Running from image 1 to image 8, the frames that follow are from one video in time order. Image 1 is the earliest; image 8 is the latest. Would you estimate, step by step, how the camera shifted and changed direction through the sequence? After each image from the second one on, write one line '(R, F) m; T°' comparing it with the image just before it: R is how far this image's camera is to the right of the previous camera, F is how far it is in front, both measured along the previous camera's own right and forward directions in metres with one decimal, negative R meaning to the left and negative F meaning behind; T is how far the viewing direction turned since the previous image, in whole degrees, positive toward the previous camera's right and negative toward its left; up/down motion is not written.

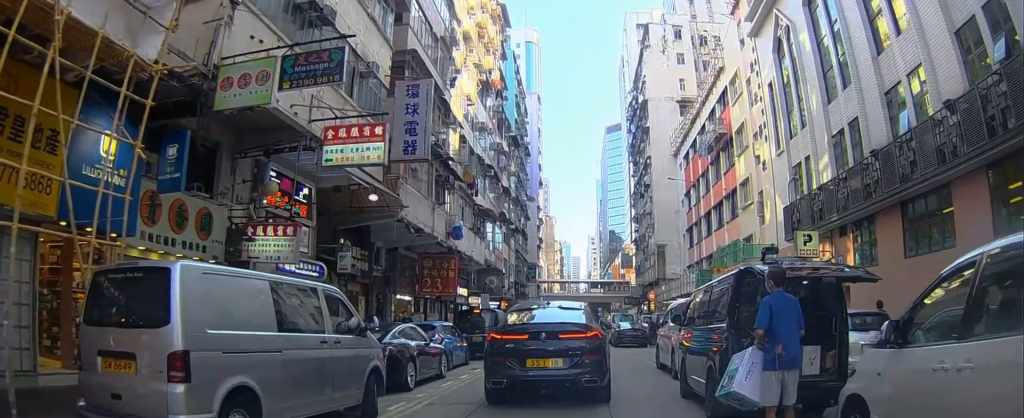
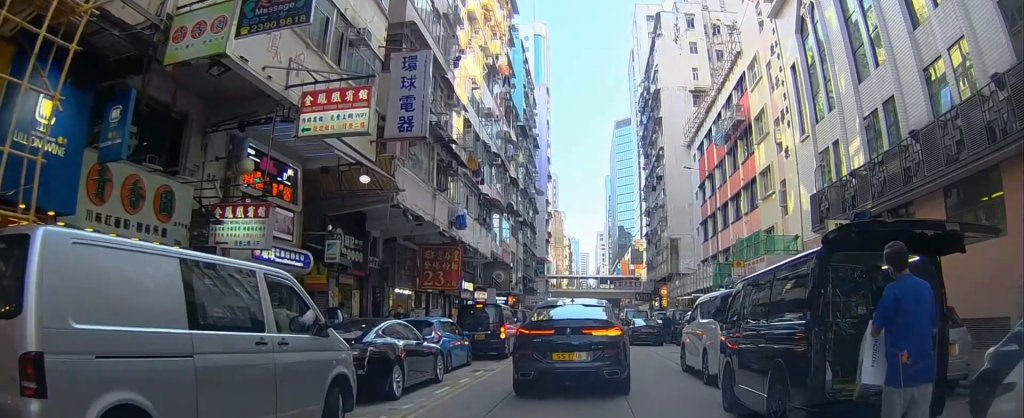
(0.0, +1.8) m; 0°
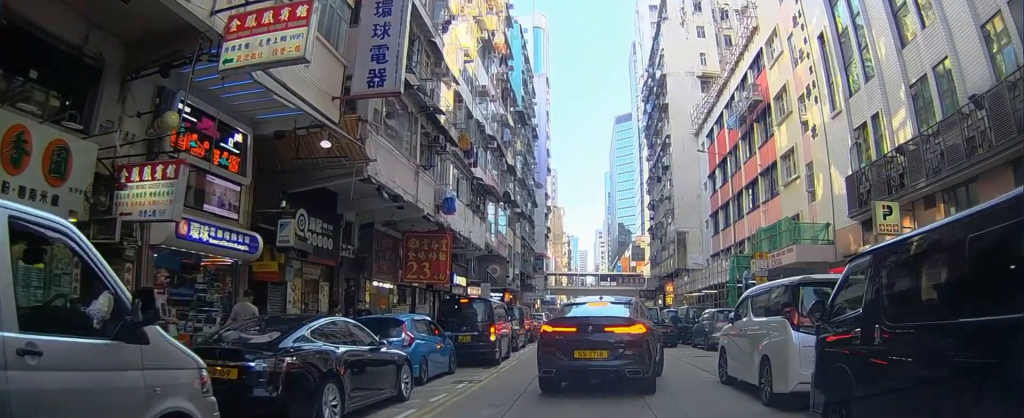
(0.0, +2.6) m; 0°
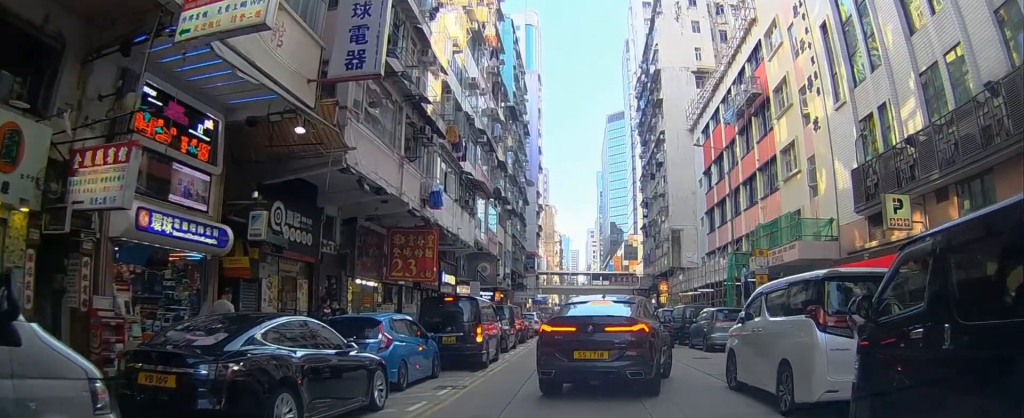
(0.0, +0.8) m; 0°
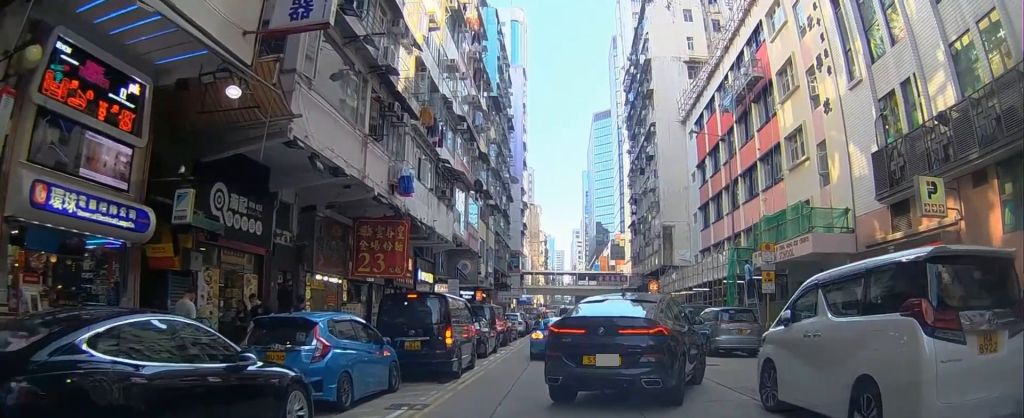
(0.0, +2.1) m; -2°
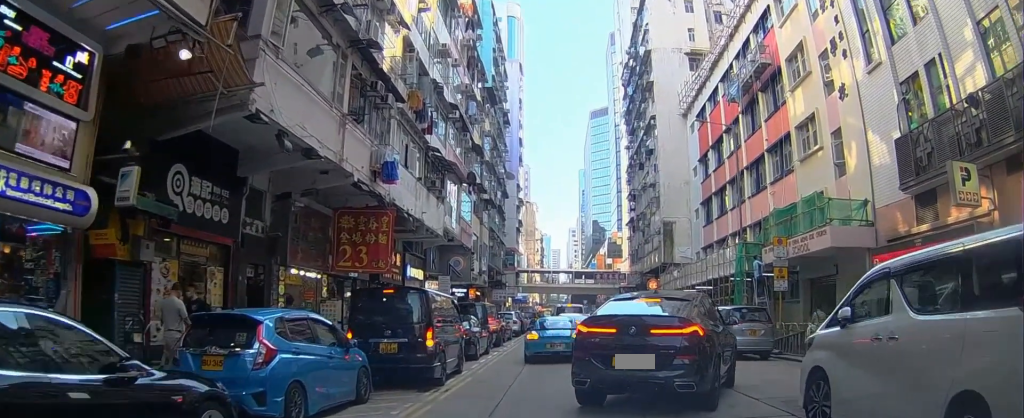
(-0.1, +1.7) m; -1°
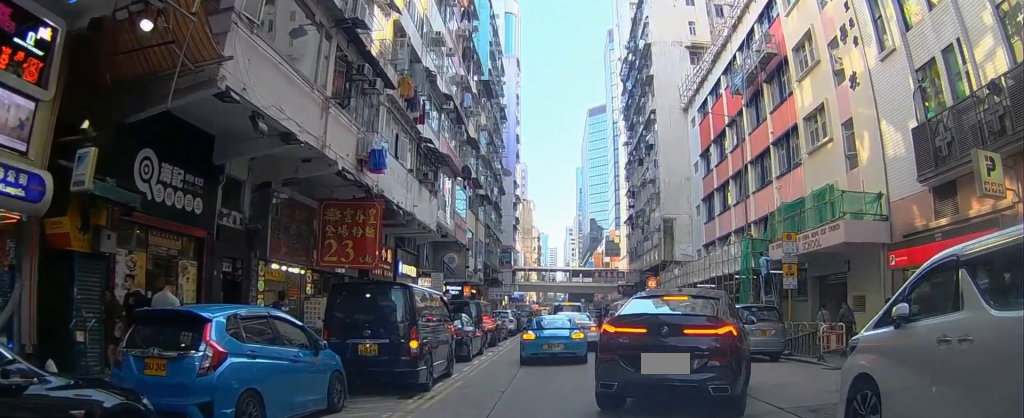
(0.0, +1.4) m; +1°
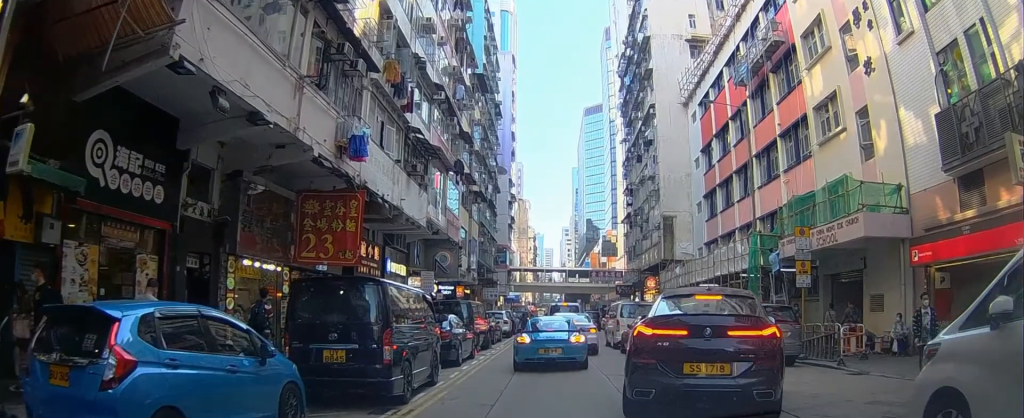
(0.0, +1.9) m; +1°
